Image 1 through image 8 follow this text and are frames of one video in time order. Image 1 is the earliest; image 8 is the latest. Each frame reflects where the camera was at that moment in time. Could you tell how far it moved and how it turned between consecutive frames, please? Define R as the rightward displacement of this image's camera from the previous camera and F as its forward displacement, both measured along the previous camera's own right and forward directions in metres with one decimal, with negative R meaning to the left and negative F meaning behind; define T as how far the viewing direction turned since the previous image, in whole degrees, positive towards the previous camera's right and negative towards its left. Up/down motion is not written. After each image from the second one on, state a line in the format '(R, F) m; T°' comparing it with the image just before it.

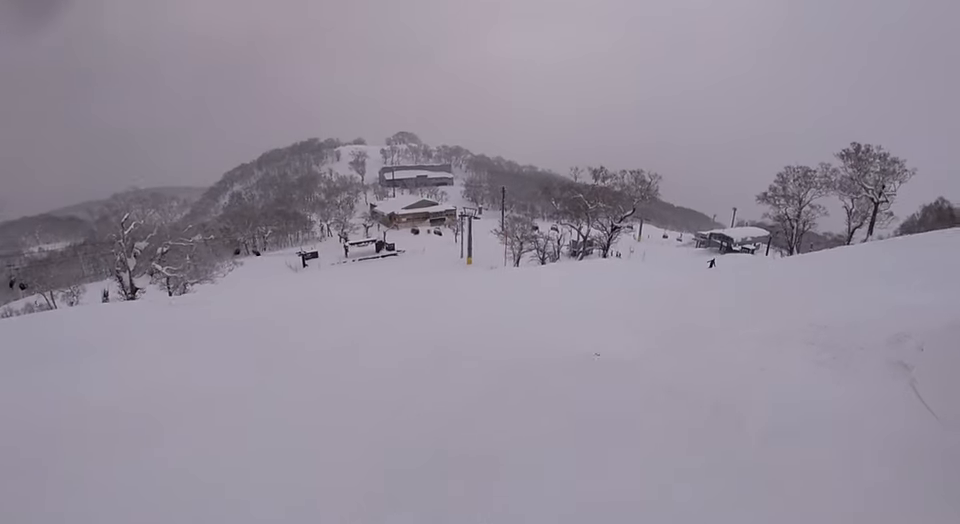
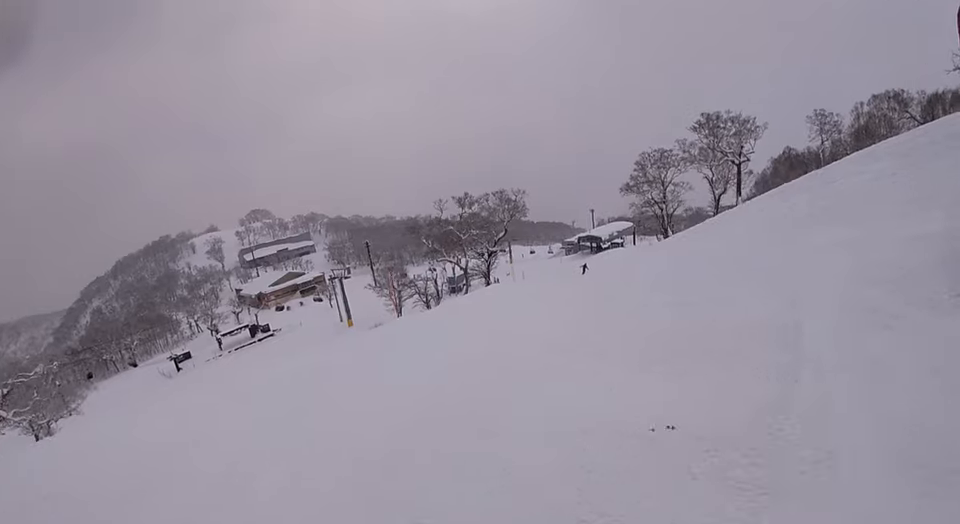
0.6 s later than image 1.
(+0.3, +4.2) m; +9°
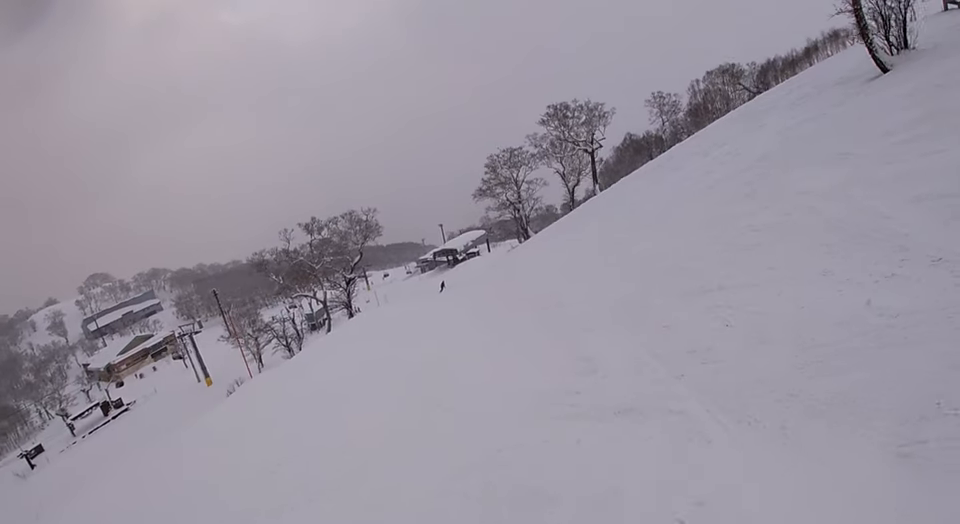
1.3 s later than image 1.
(+0.3, +4.5) m; +12°
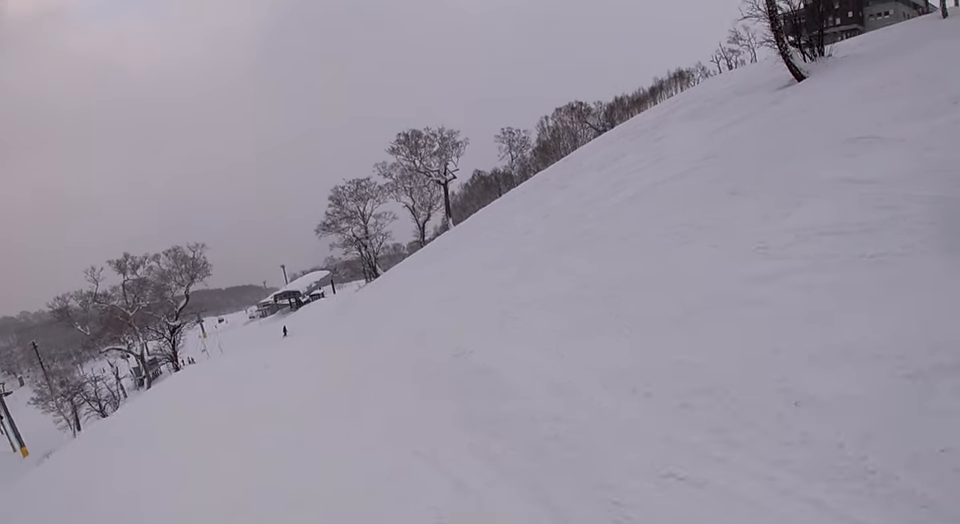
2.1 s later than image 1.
(+1.0, +5.9) m; +11°
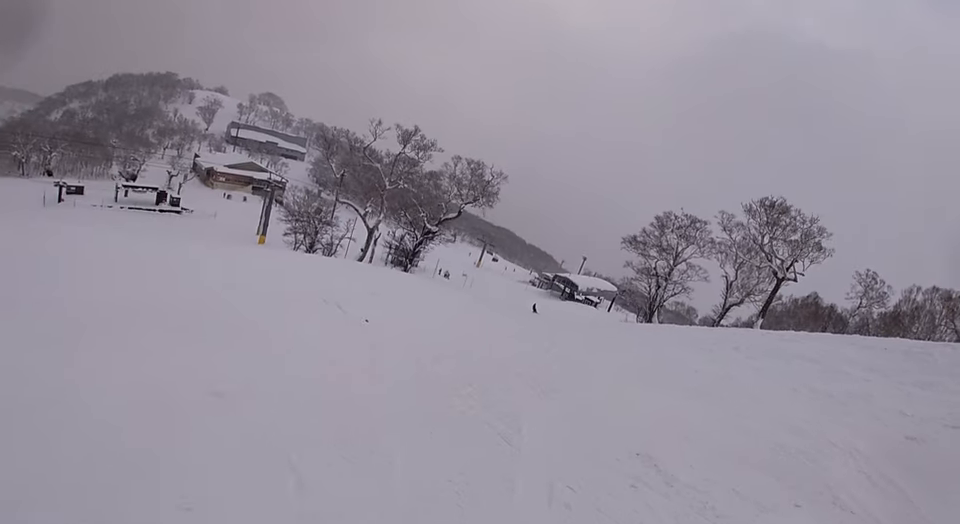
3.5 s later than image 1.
(-0.7, +9.4) m; -15°
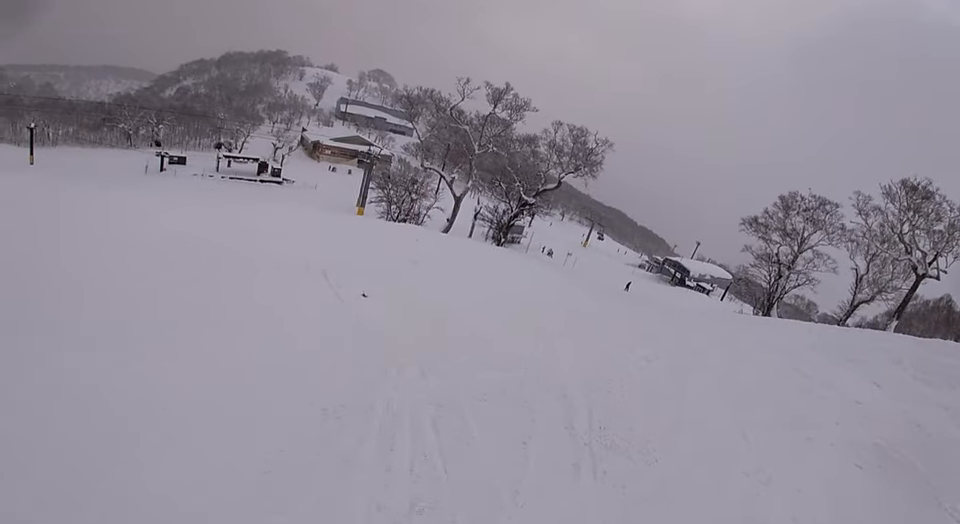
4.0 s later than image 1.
(-0.5, +4.1) m; -9°
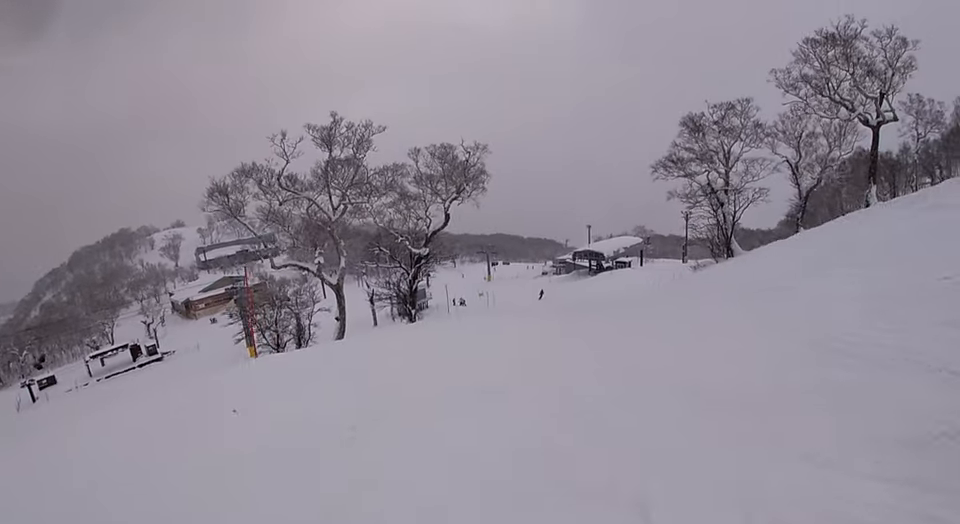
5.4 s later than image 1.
(-0.4, +9.4) m; +5°
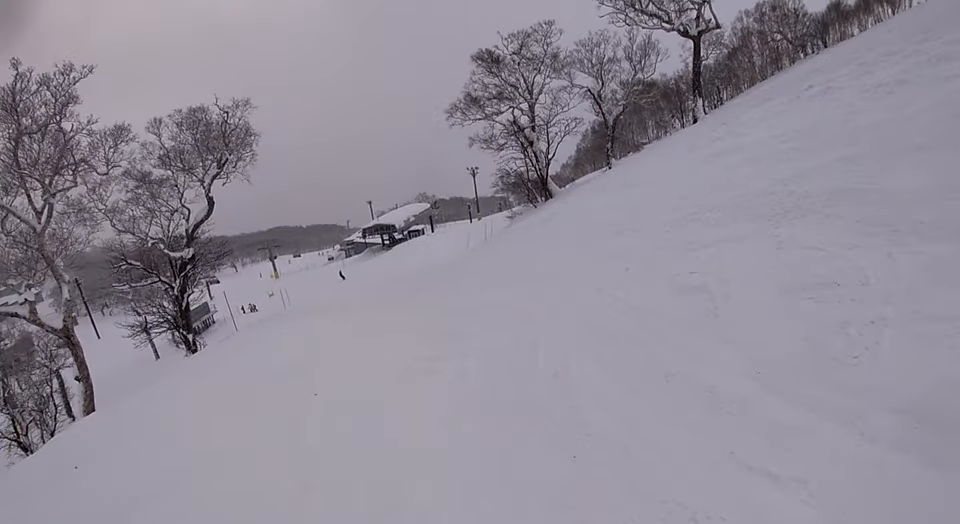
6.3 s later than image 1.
(+0.8, +7.2) m; +12°
